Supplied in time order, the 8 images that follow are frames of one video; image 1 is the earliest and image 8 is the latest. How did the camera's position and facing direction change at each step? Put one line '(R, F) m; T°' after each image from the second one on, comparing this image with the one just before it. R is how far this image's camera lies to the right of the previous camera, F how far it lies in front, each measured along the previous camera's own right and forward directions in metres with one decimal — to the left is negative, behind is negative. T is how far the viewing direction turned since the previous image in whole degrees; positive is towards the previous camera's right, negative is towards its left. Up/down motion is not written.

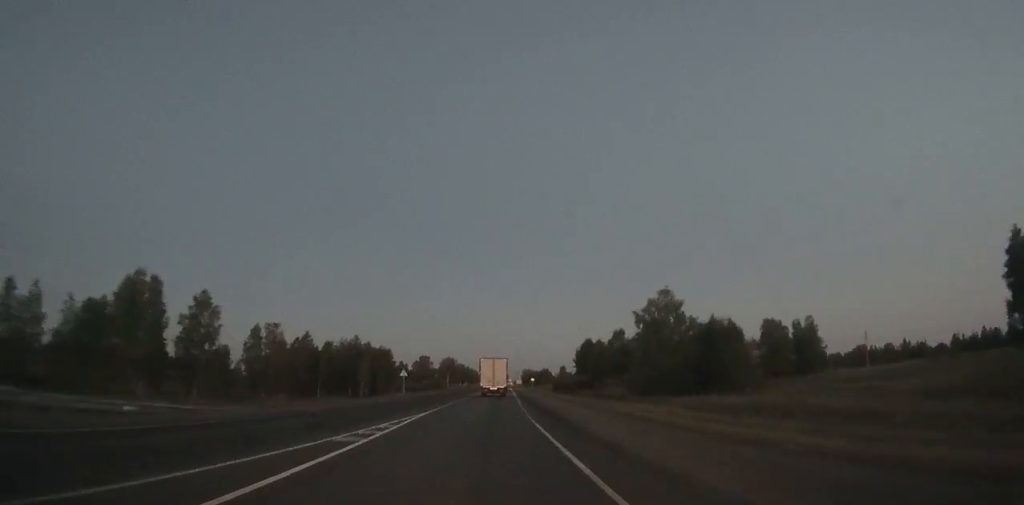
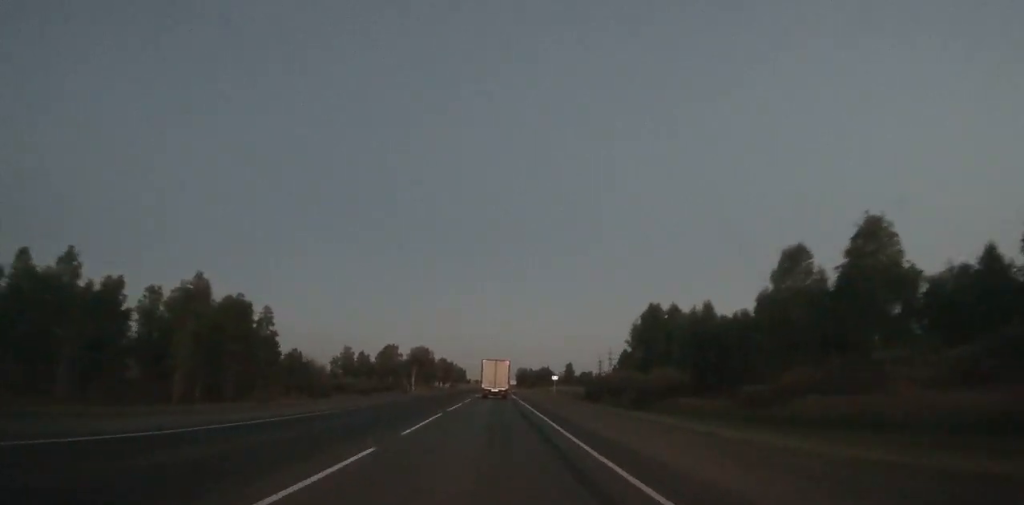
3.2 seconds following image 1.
(0.0, +66.3) m; 0°
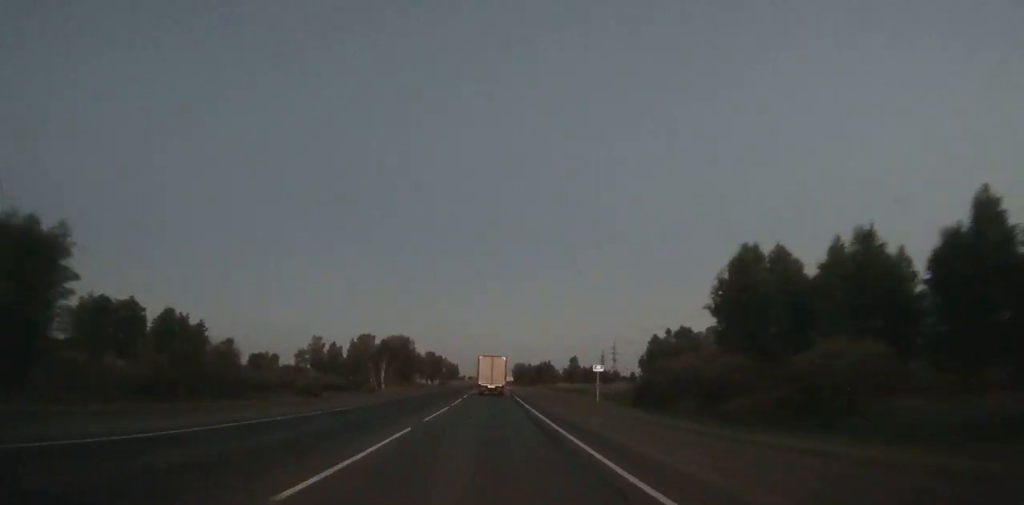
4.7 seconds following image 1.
(0.0, +31.0) m; 0°
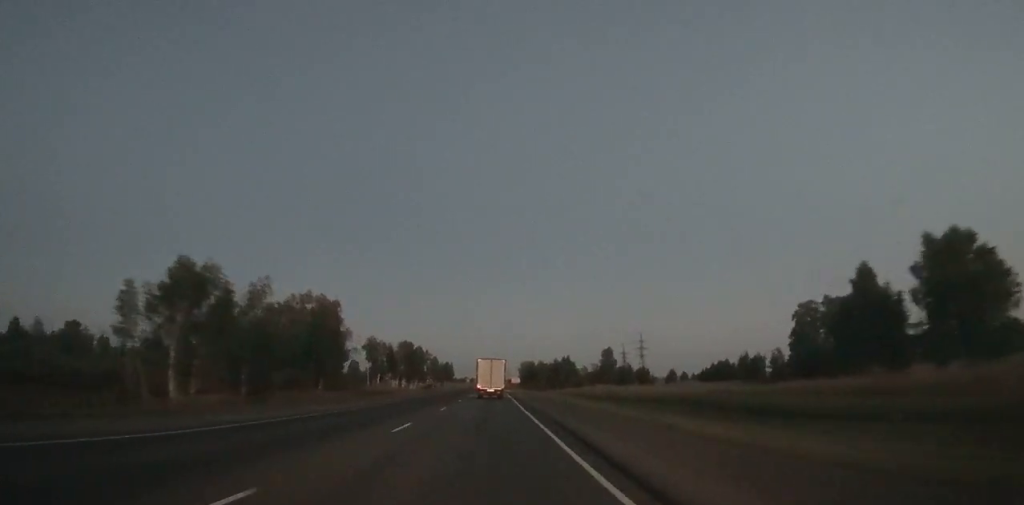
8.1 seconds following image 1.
(+0.3, +70.0) m; 0°
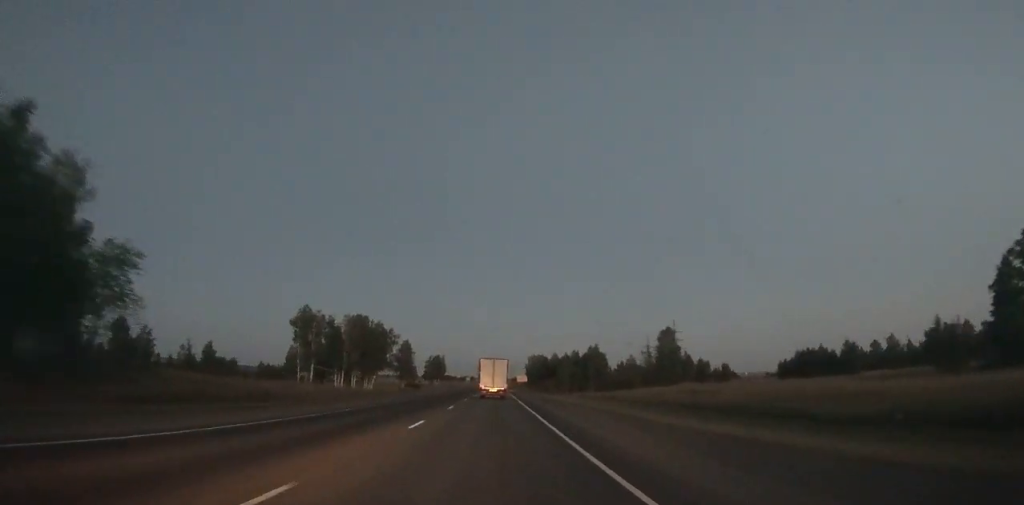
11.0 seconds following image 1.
(-0.2, +59.6) m; 0°
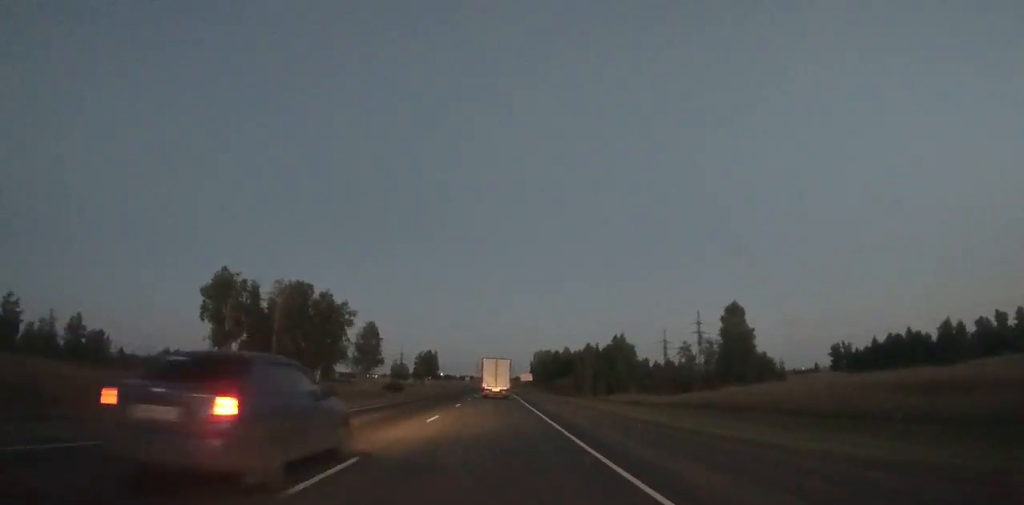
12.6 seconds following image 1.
(-0.1, +32.8) m; 0°
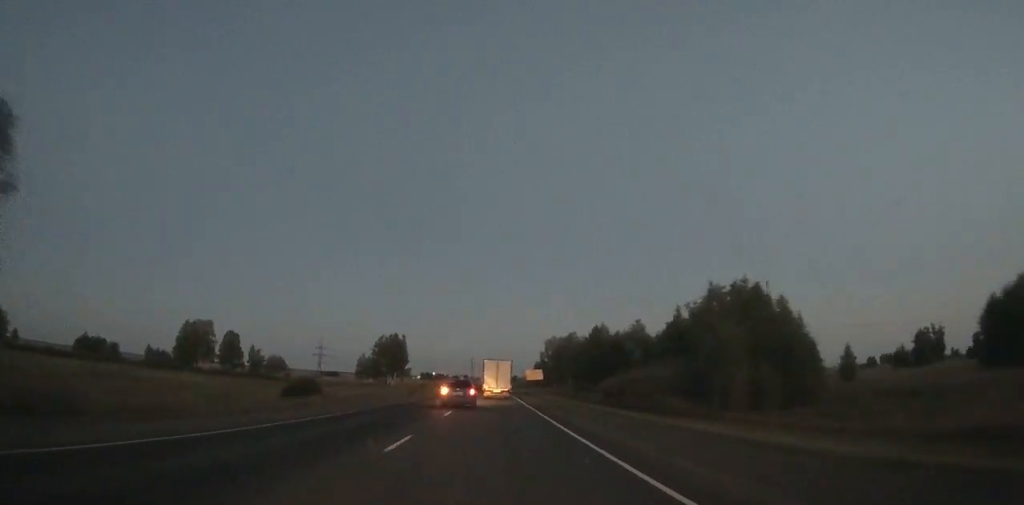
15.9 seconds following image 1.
(0.0, +68.0) m; 0°
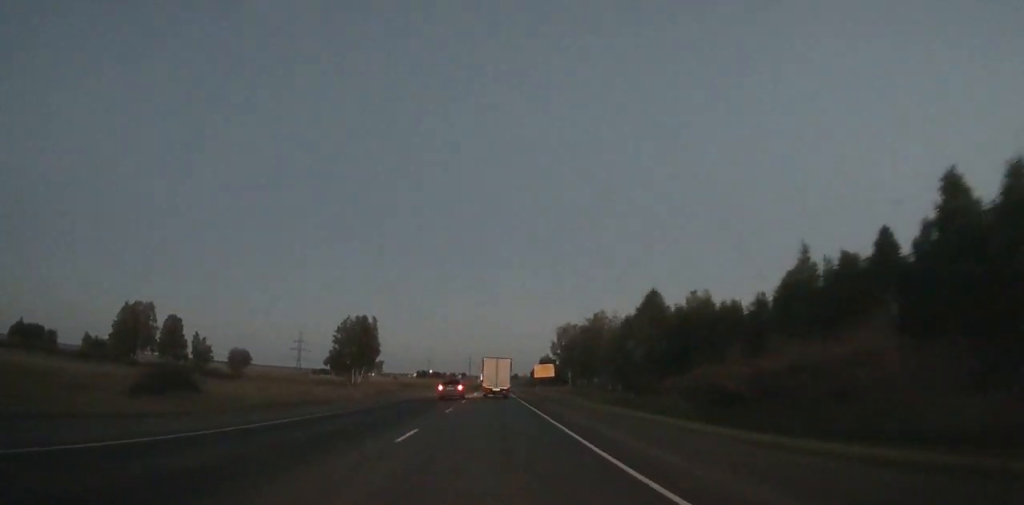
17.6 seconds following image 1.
(+0.1, +35.2) m; 0°
